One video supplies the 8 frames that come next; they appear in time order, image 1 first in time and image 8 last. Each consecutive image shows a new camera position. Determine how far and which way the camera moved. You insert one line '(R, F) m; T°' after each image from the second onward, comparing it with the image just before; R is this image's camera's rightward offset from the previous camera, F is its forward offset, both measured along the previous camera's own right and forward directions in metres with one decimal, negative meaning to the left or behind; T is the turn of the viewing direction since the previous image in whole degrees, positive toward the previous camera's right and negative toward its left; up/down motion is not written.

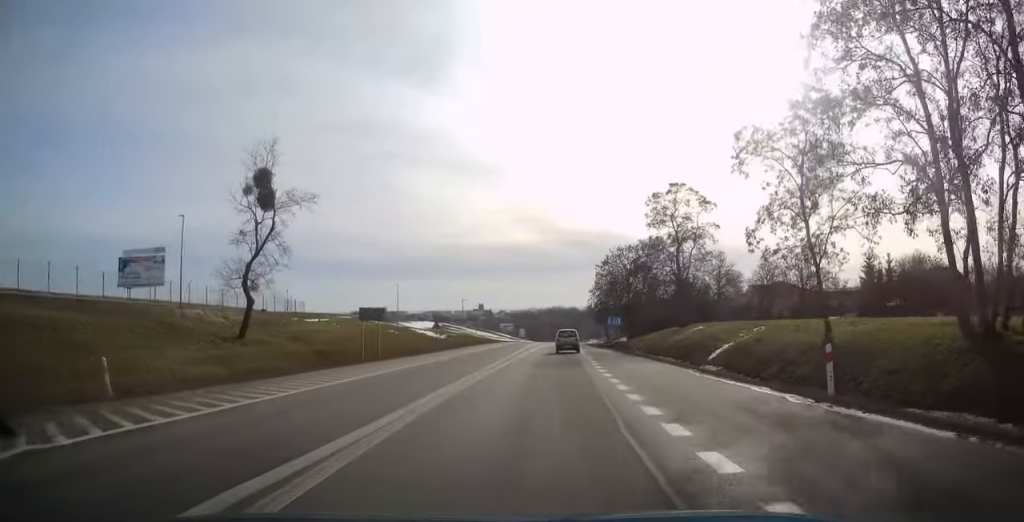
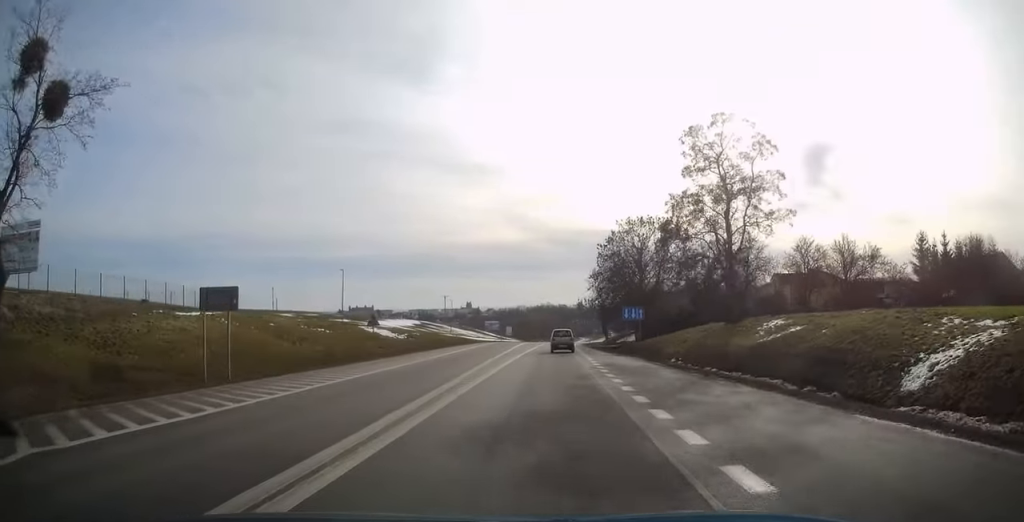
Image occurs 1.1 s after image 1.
(+0.4, +16.8) m; +1°
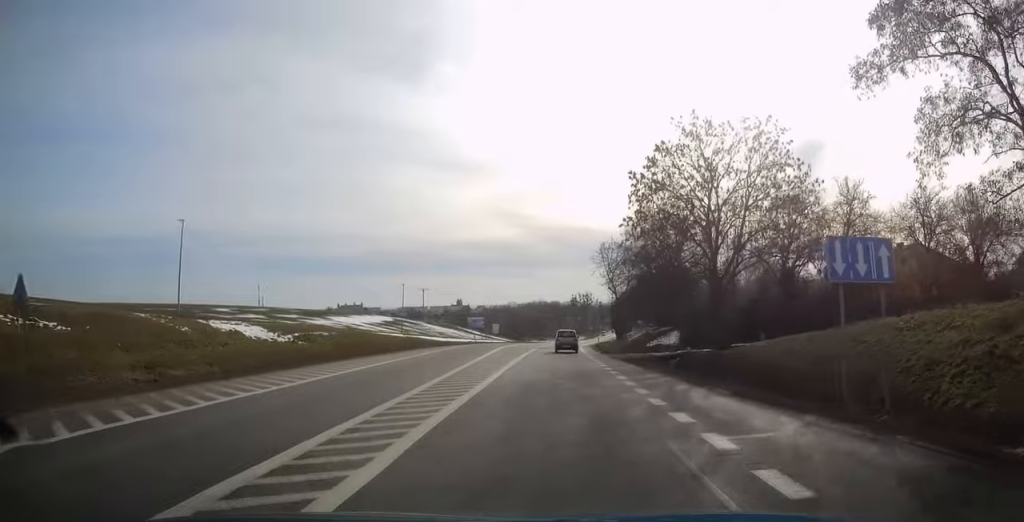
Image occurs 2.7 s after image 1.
(+0.1, +26.4) m; +1°
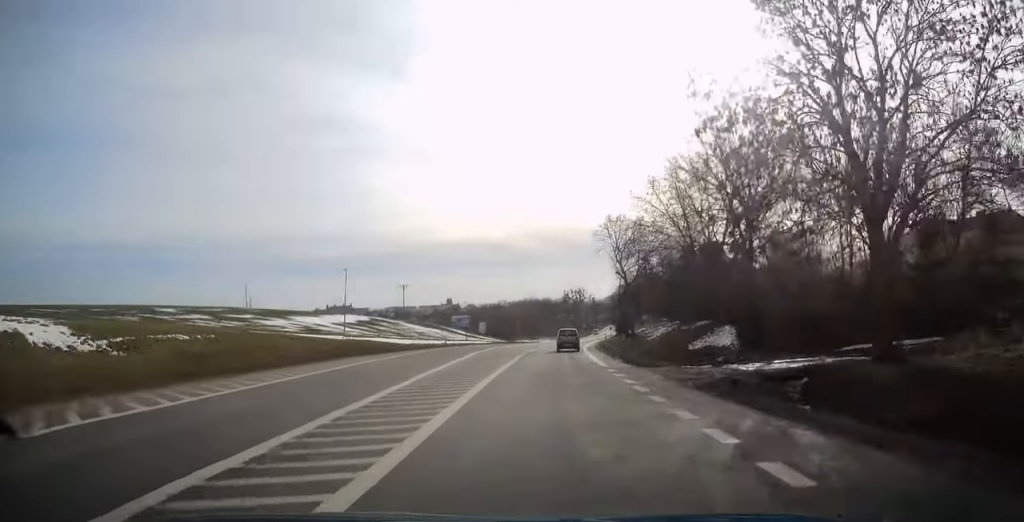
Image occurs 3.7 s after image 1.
(+0.2, +16.1) m; +1°
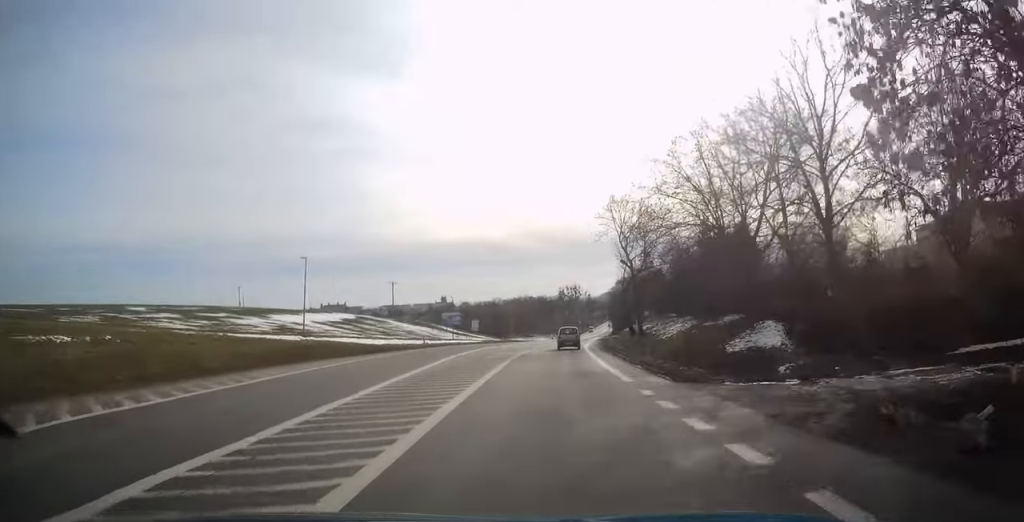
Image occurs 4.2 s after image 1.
(0.0, +7.3) m; 0°
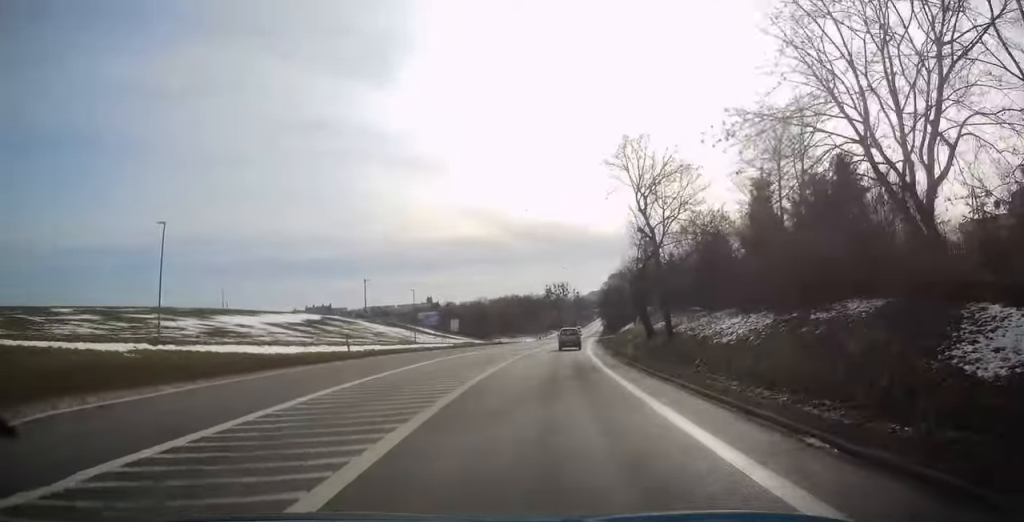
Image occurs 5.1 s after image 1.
(+0.1, +15.4) m; 0°
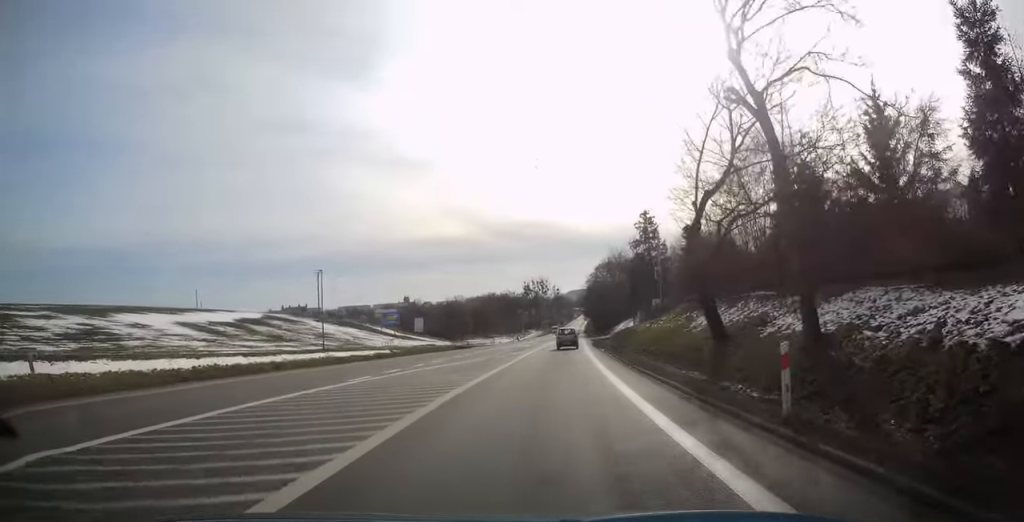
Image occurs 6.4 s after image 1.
(+0.2, +20.1) m; +2°
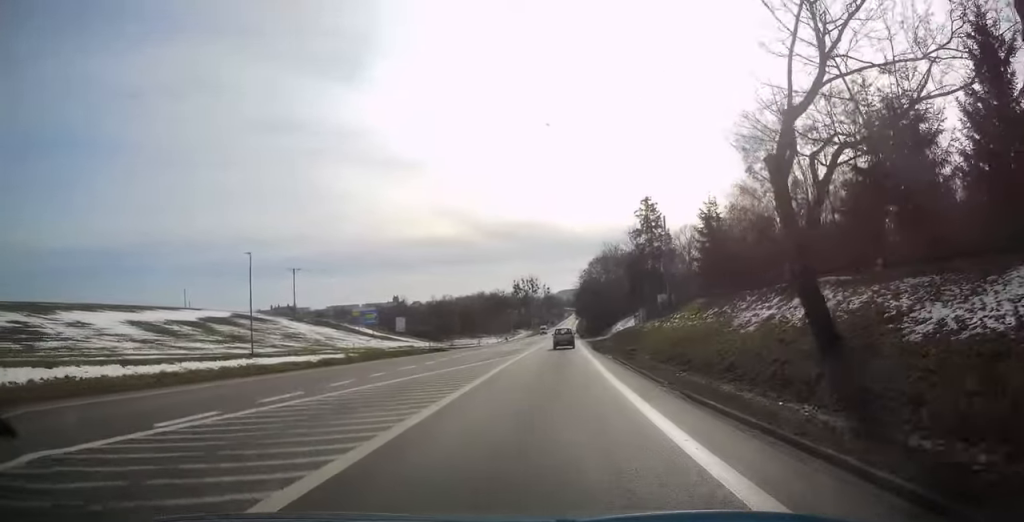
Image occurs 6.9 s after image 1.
(+0.1, +8.9) m; +1°
